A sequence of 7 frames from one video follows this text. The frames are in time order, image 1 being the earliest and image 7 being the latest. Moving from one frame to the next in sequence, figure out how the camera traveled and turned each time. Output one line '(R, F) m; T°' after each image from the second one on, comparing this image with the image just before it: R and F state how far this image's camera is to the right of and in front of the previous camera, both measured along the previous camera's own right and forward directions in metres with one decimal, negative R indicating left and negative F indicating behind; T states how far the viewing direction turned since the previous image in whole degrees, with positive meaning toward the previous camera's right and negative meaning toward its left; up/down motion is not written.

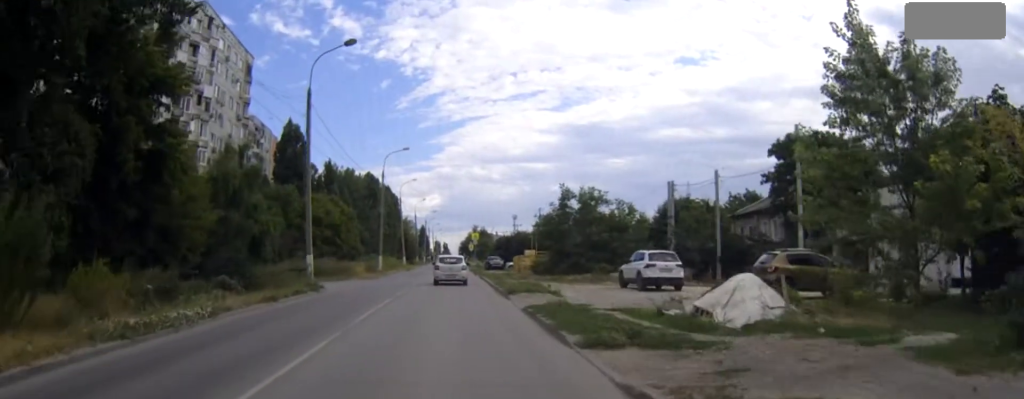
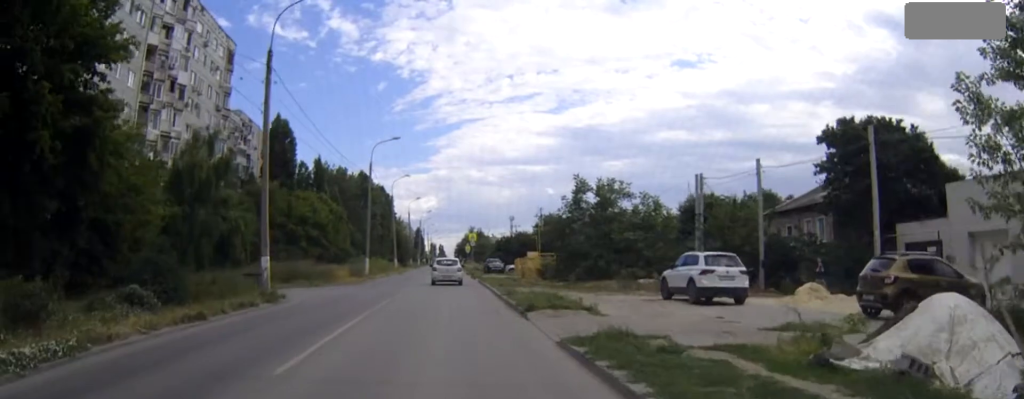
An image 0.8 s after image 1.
(0.0, +7.2) m; 0°
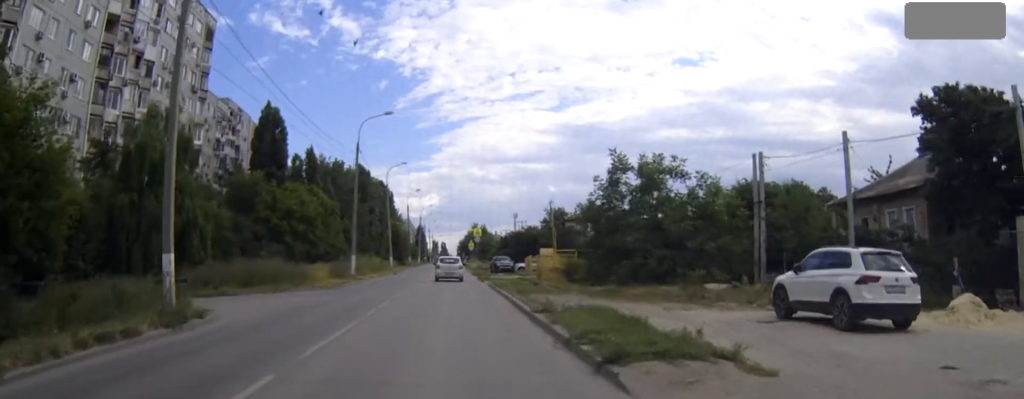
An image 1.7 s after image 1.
(0.0, +9.3) m; 0°
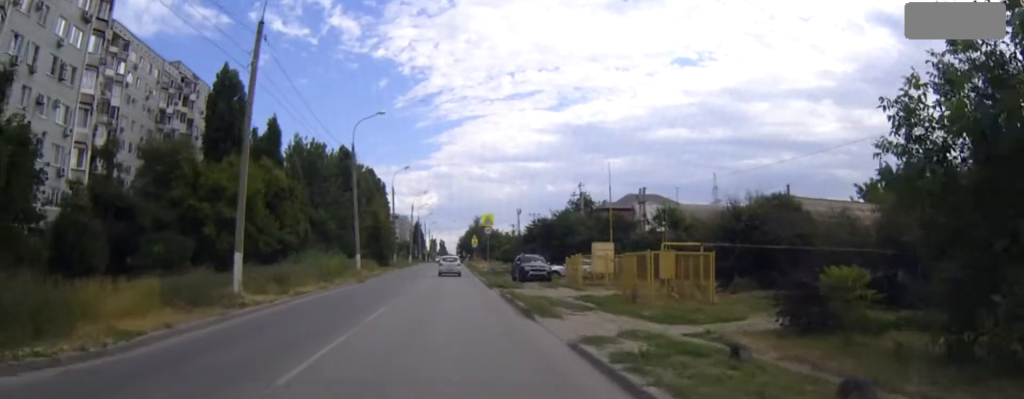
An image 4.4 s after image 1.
(-0.1, +26.1) m; -1°
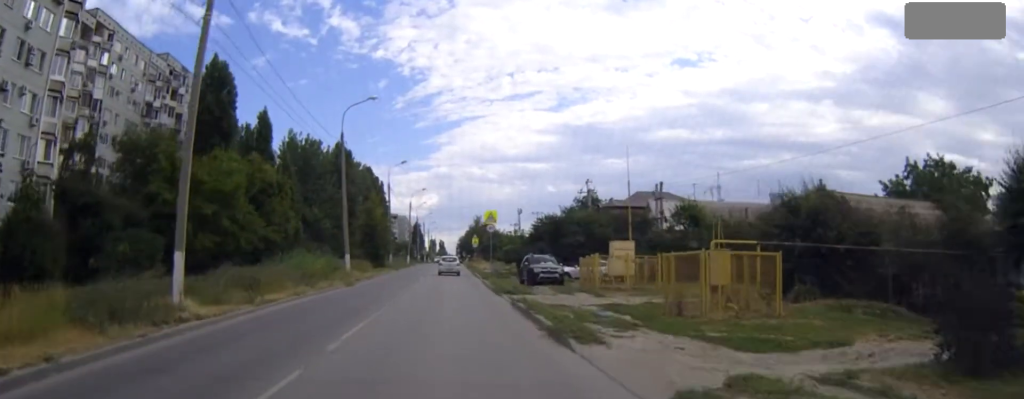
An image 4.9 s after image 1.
(0.0, +5.1) m; 0°
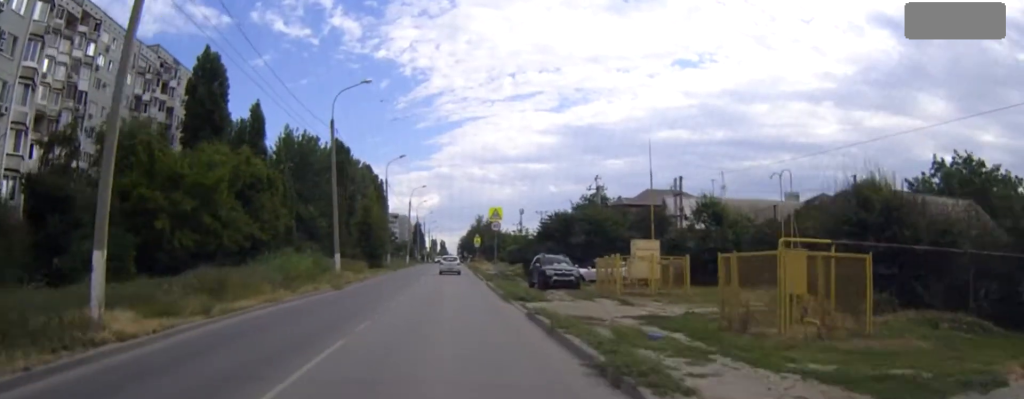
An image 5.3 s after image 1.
(0.0, +4.4) m; 0°
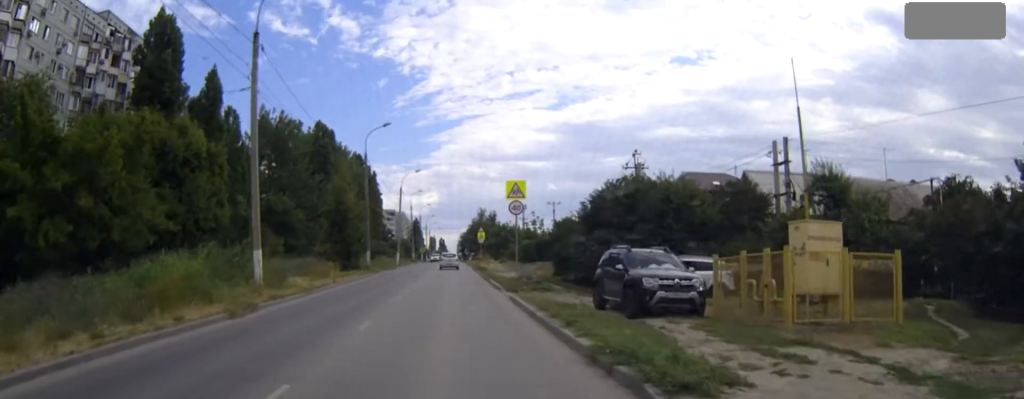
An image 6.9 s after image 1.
(0.0, +16.7) m; 0°
